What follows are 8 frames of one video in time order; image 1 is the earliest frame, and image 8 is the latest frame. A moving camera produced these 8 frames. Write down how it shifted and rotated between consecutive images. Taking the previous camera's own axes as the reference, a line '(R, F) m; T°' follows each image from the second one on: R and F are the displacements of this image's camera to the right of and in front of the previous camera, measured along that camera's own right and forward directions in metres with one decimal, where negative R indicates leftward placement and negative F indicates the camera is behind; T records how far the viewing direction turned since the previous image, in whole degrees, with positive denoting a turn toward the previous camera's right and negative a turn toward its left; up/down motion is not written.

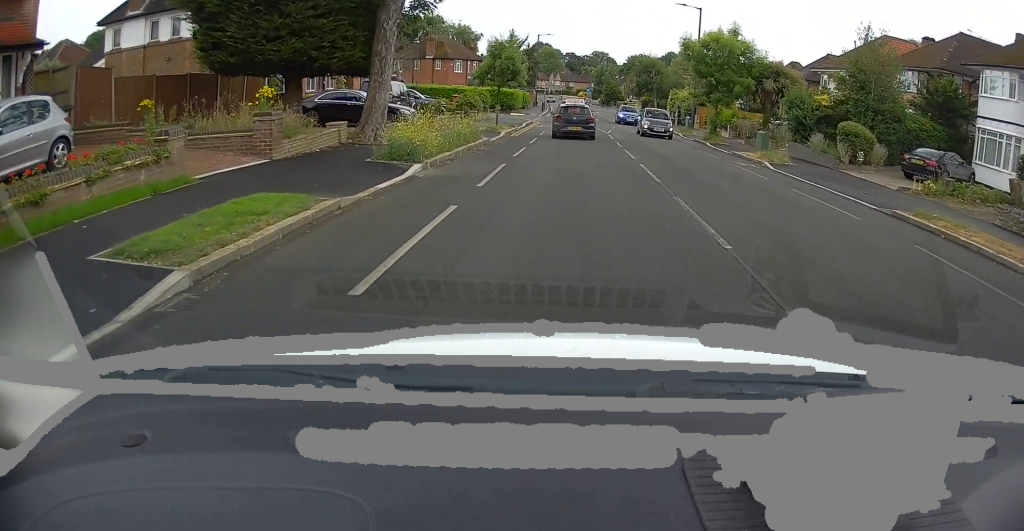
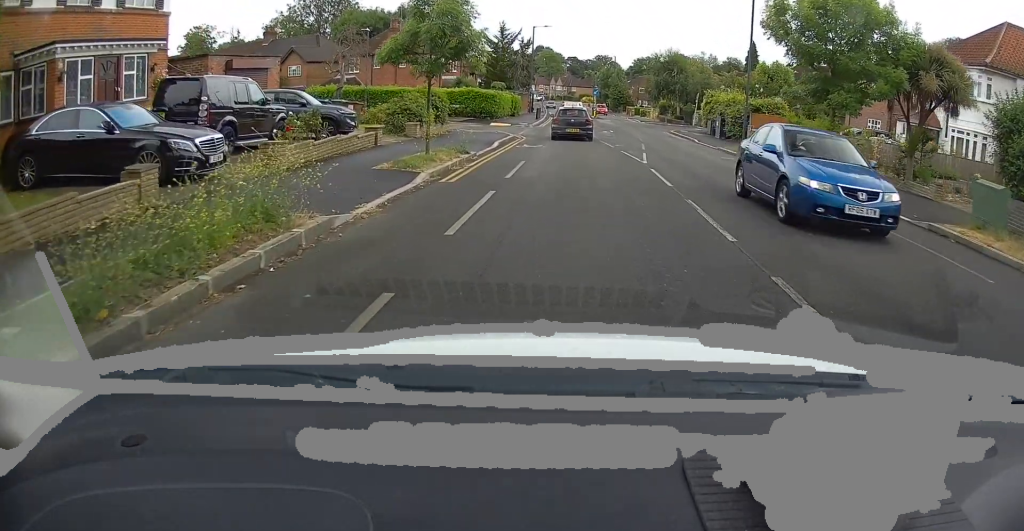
(+0.1, +15.6) m; -2°
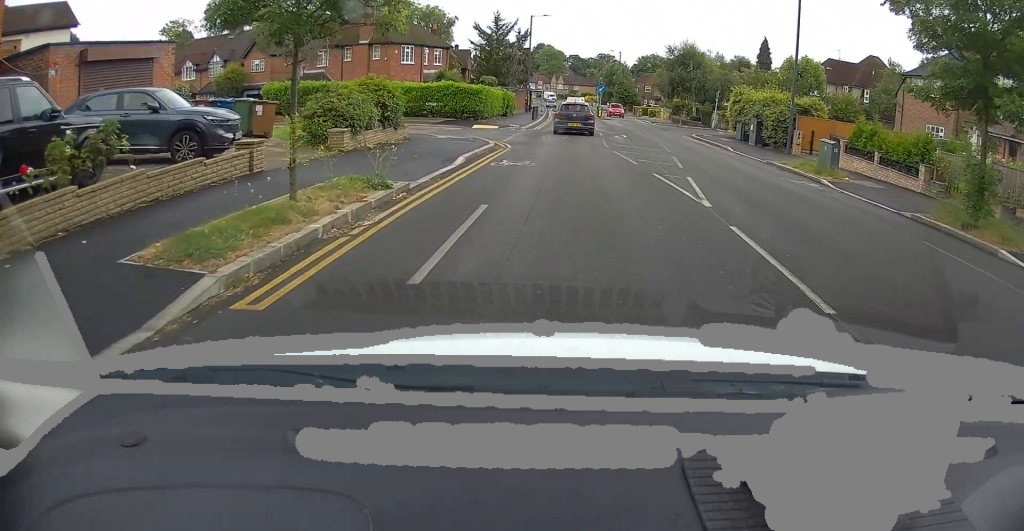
(0.0, +7.7) m; 0°
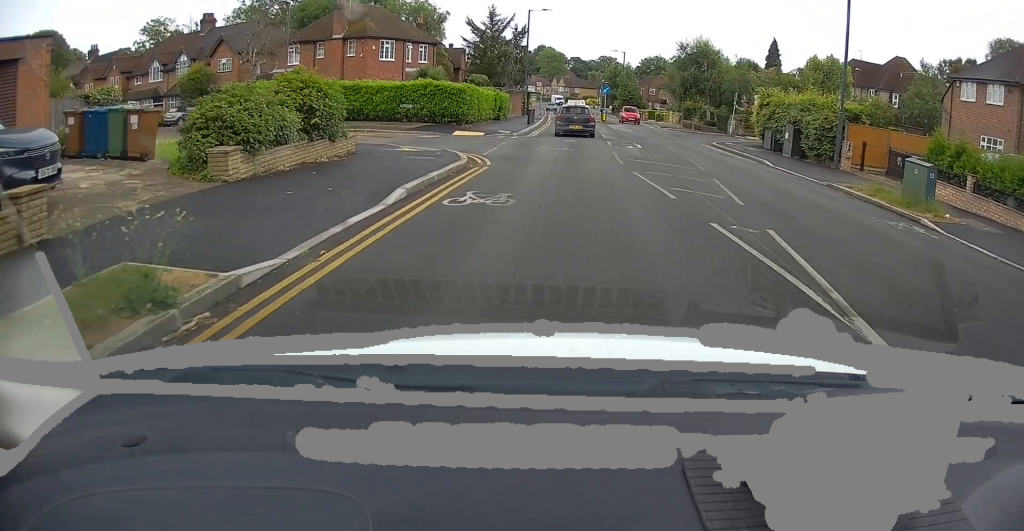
(0.0, +5.7) m; 0°
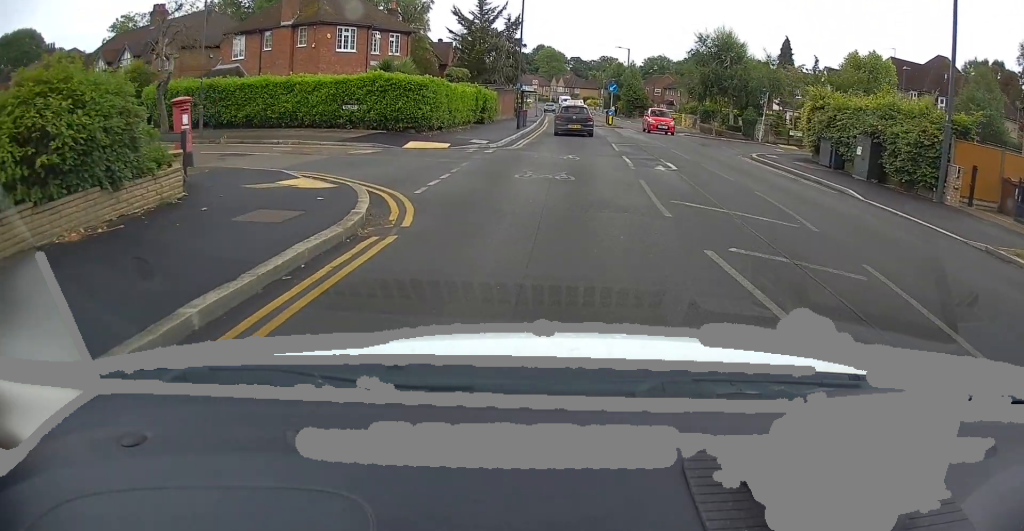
(0.0, +8.0) m; 0°
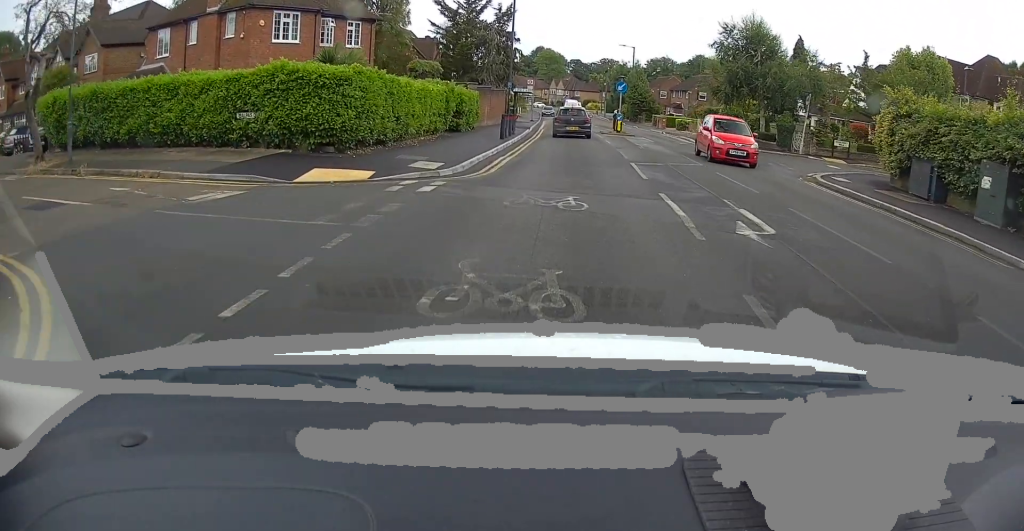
(0.0, +7.5) m; 0°
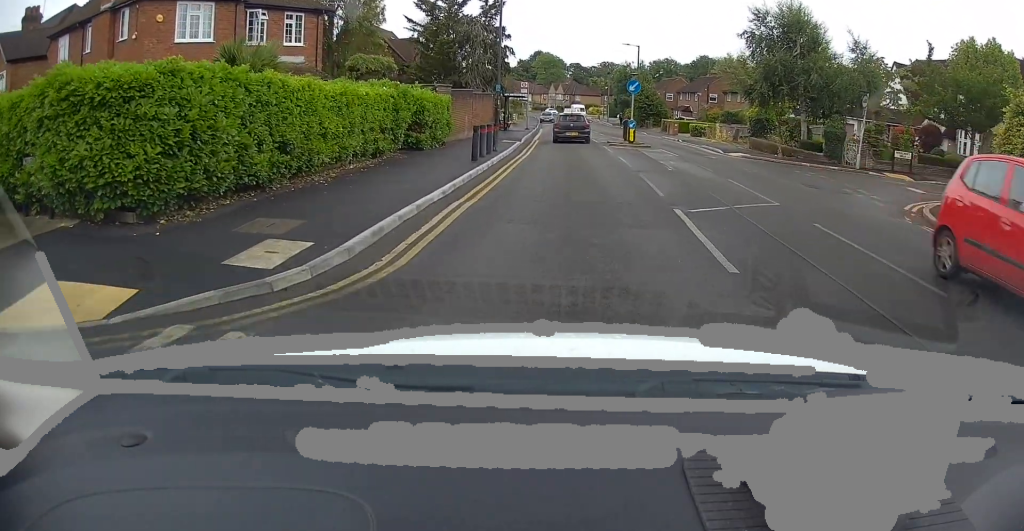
(0.0, +7.0) m; +1°
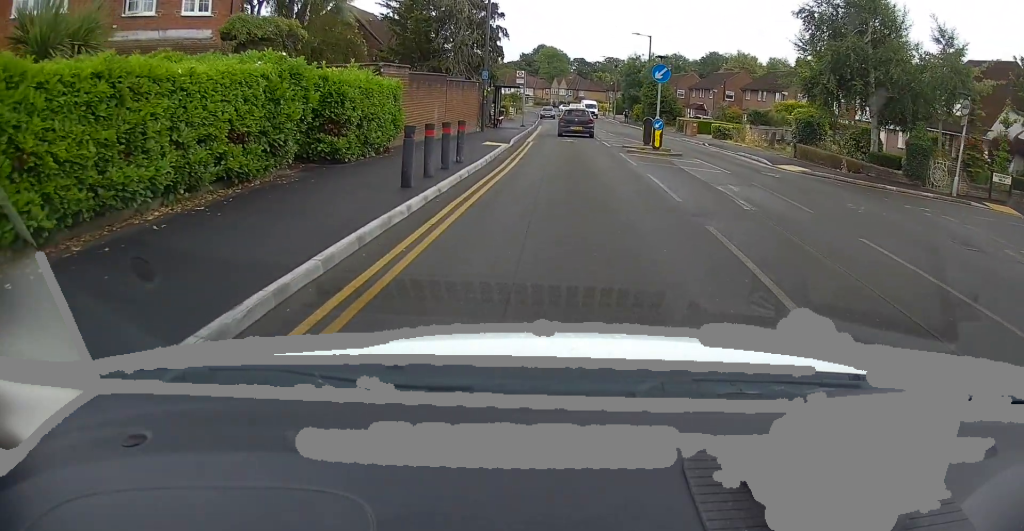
(0.0, +7.5) m; 0°
